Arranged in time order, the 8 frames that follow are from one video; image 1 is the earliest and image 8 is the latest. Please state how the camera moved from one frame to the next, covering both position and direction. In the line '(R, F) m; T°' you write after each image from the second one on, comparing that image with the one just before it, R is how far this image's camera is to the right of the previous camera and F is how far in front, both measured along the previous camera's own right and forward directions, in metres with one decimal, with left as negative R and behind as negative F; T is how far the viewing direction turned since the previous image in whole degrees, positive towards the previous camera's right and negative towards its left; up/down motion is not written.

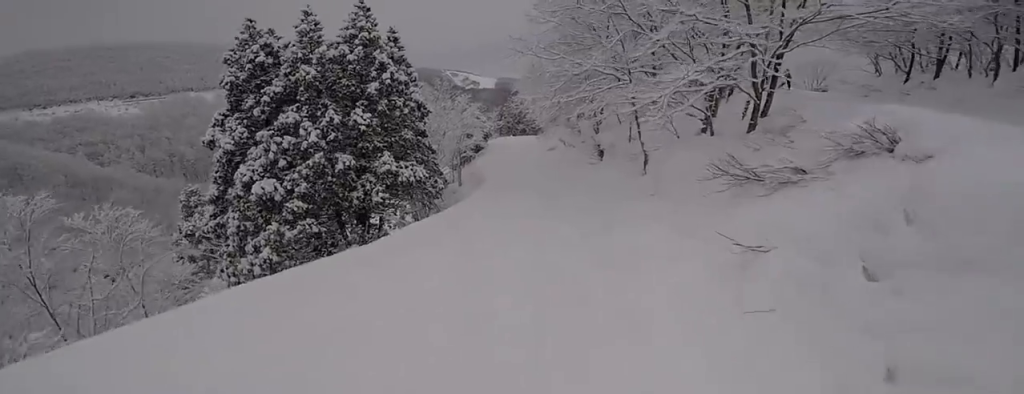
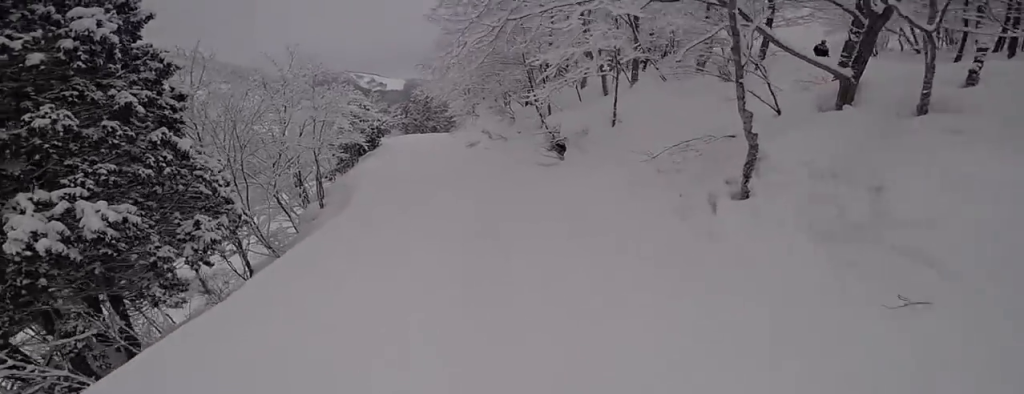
(-0.2, +10.3) m; -8°
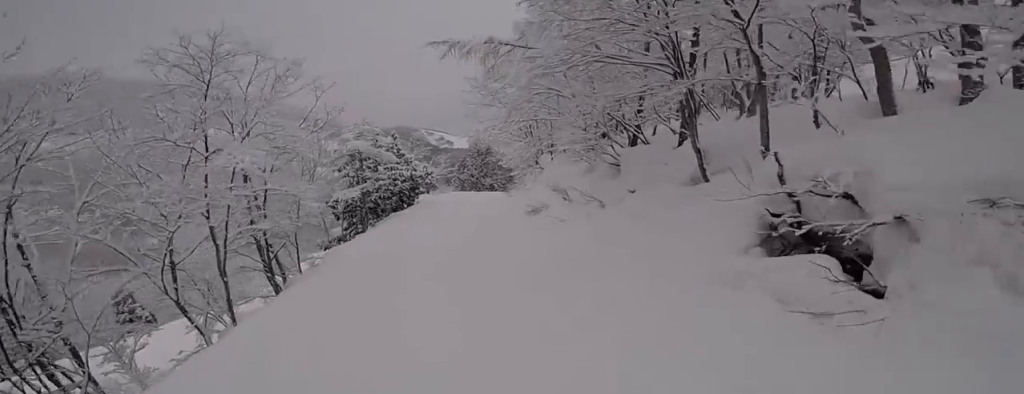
(-0.1, +8.8) m; 0°
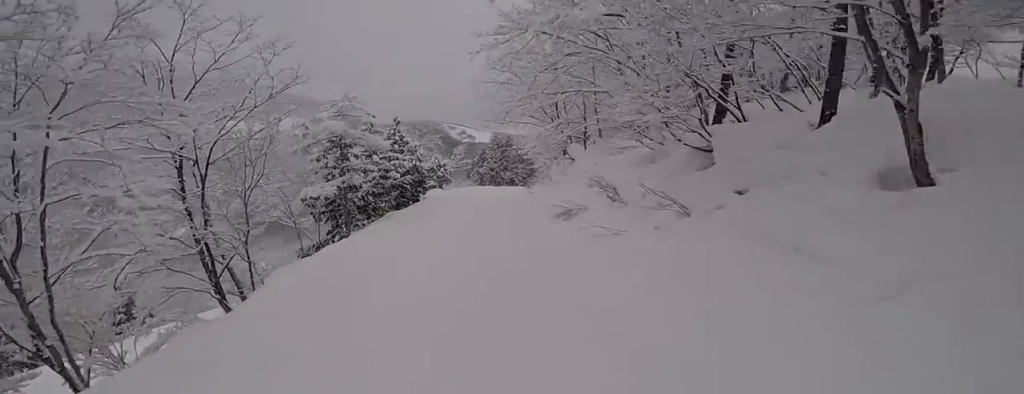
(+0.3, +3.5) m; -1°
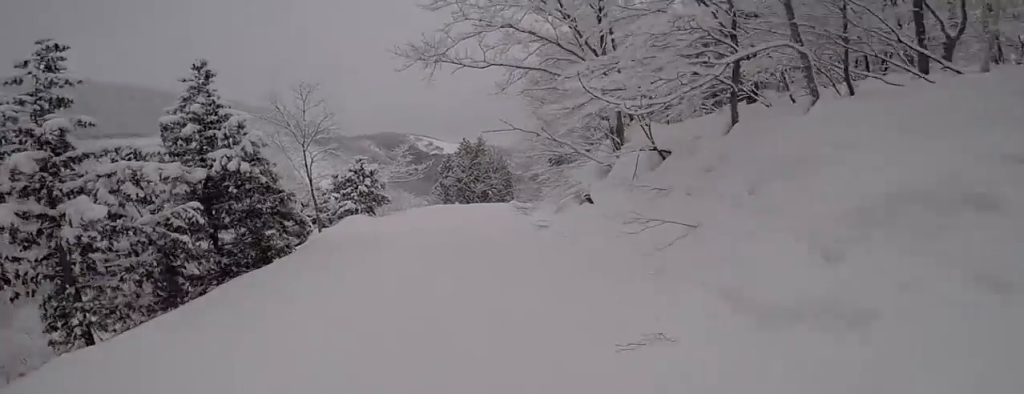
(-1.5, +11.7) m; -2°
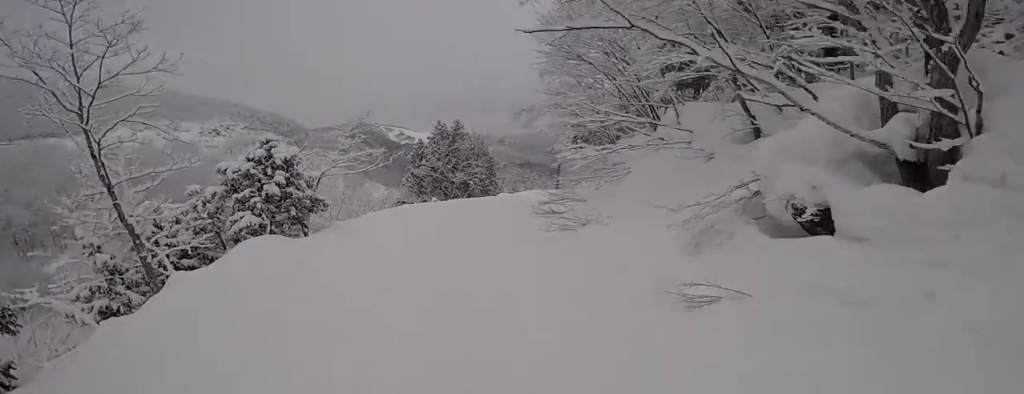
(+0.5, +6.7) m; +4°
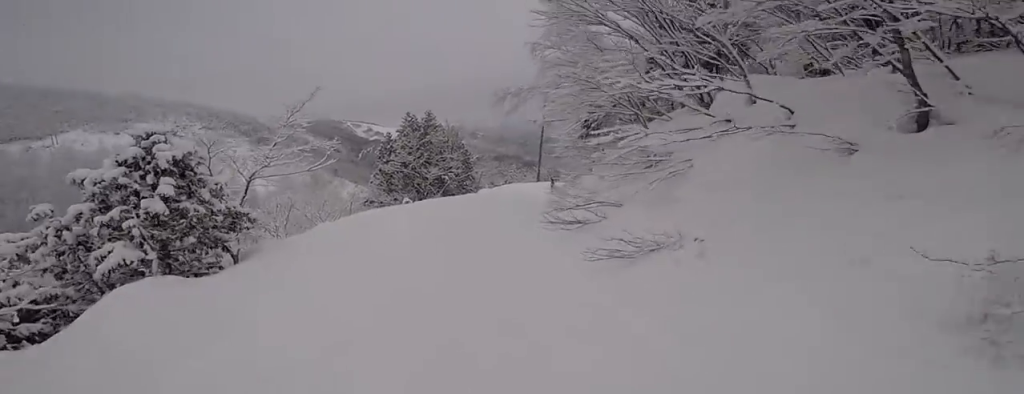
(+0.3, +3.1) m; +1°
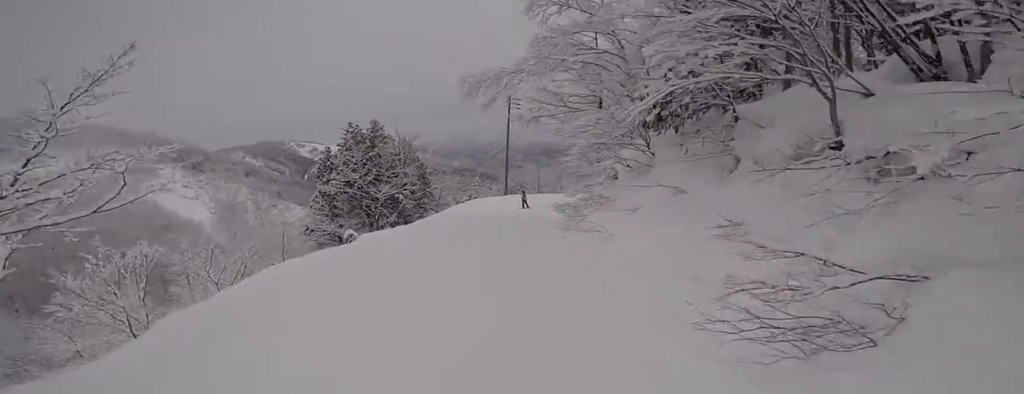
(-0.5, +5.3) m; +13°
